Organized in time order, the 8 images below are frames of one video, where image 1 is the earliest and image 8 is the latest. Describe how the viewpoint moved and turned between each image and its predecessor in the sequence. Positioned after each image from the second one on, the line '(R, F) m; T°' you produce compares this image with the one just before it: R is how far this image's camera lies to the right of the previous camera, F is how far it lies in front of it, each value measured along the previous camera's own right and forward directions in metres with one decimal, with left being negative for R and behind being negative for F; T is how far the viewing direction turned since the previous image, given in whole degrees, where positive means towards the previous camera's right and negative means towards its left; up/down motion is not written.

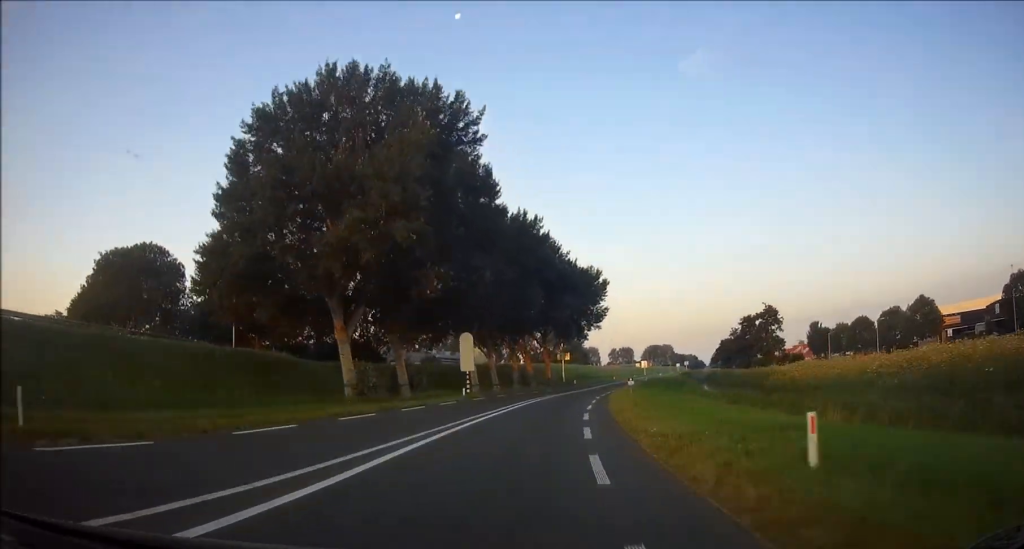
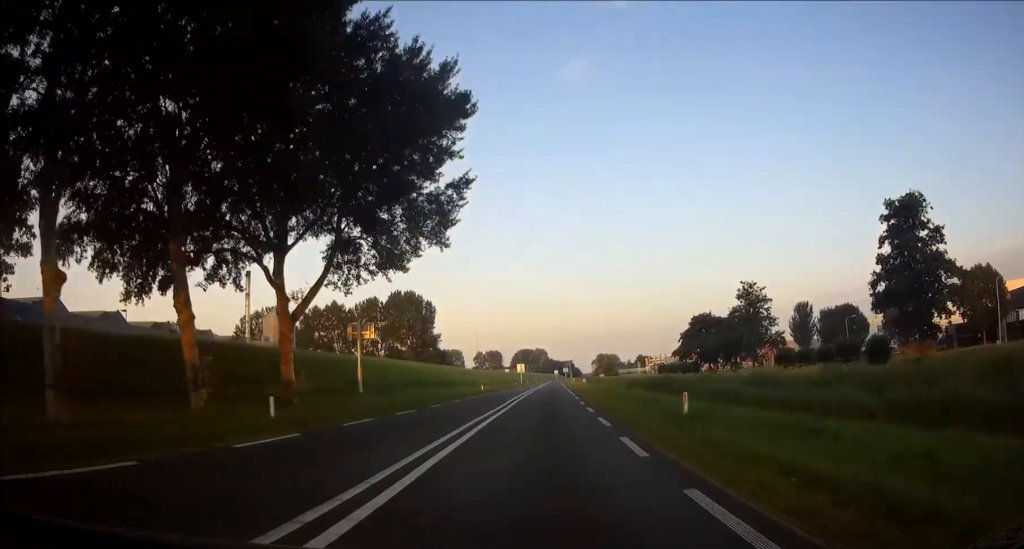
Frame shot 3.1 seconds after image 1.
(+8.2, +73.4) m; +10°
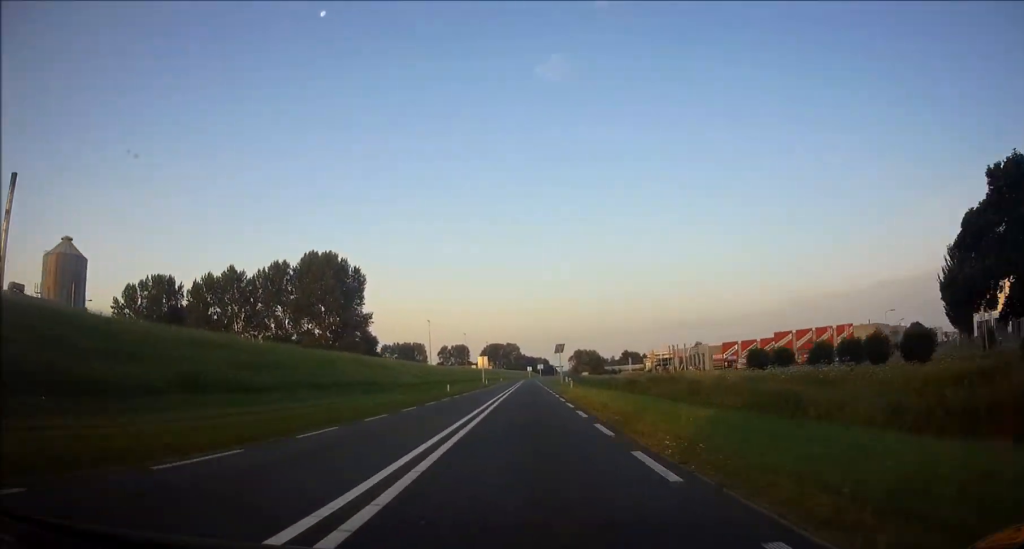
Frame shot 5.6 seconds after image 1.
(+2.1, +60.9) m; +3°
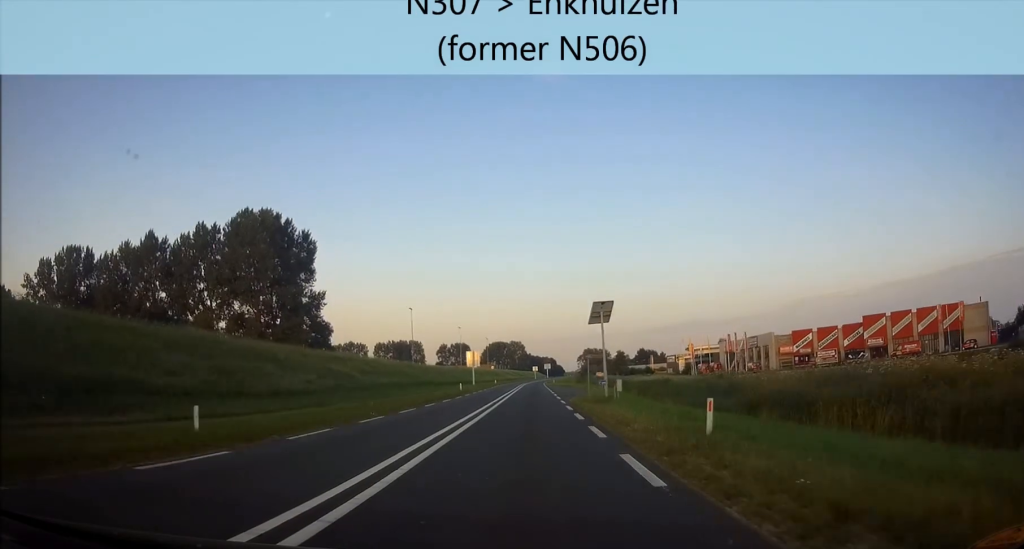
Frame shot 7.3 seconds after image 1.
(+0.1, +41.6) m; 0°
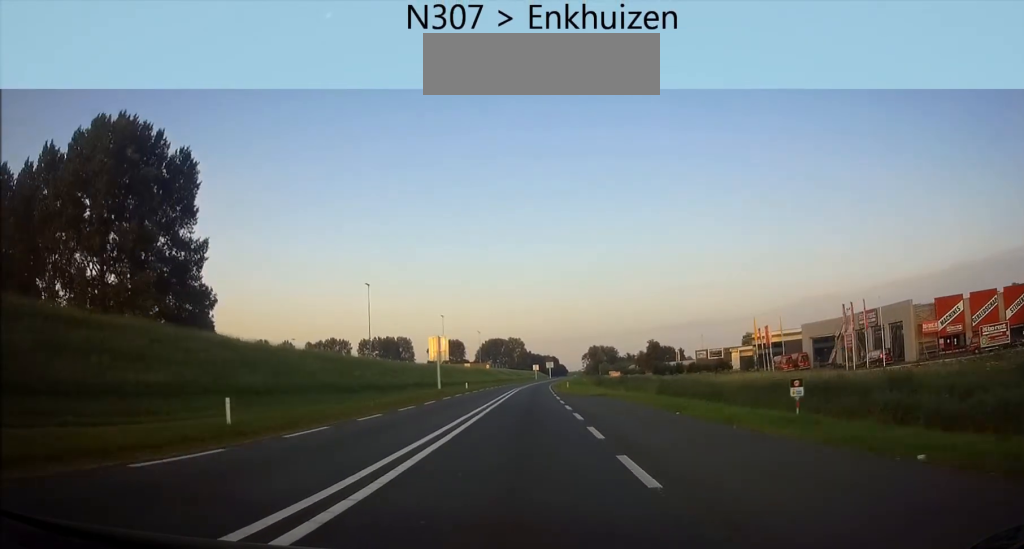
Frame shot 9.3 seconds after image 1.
(-0.1, +47.4) m; 0°
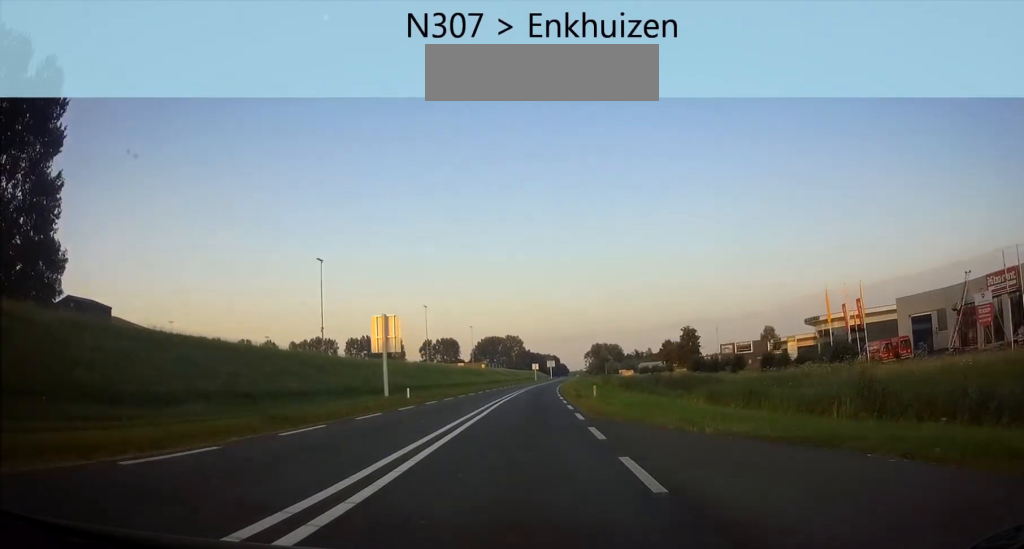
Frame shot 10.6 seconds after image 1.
(+0.1, +29.7) m; +1°
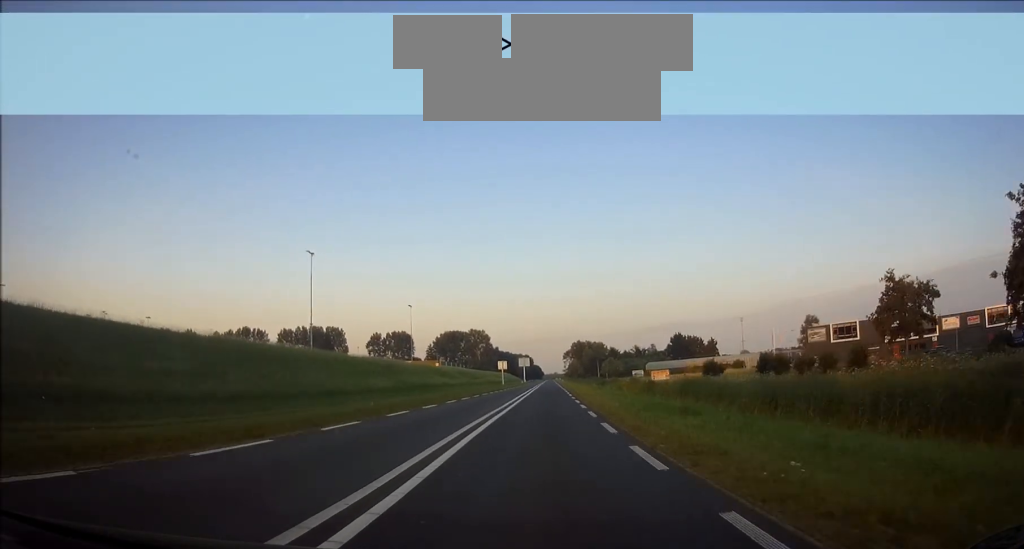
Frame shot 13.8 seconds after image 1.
(+1.4, +74.4) m; +3°
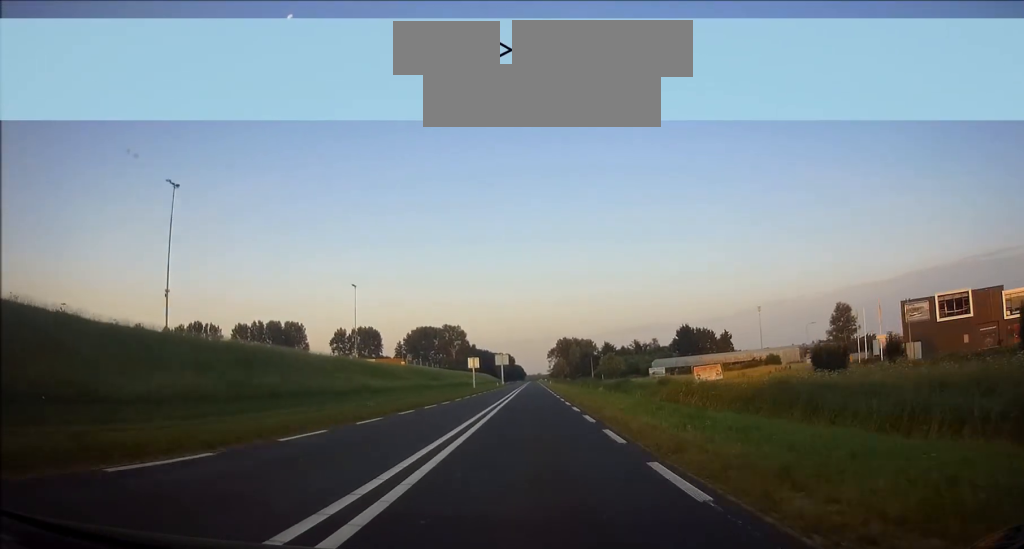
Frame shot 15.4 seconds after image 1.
(+0.5, +37.4) m; +1°
